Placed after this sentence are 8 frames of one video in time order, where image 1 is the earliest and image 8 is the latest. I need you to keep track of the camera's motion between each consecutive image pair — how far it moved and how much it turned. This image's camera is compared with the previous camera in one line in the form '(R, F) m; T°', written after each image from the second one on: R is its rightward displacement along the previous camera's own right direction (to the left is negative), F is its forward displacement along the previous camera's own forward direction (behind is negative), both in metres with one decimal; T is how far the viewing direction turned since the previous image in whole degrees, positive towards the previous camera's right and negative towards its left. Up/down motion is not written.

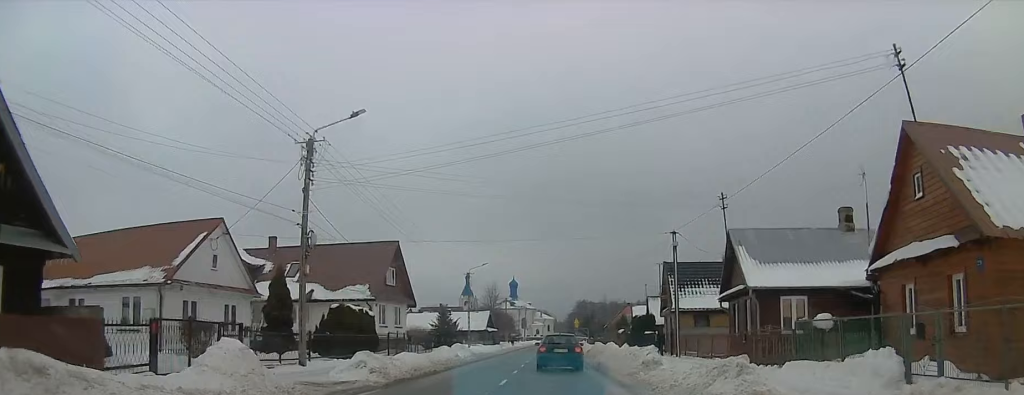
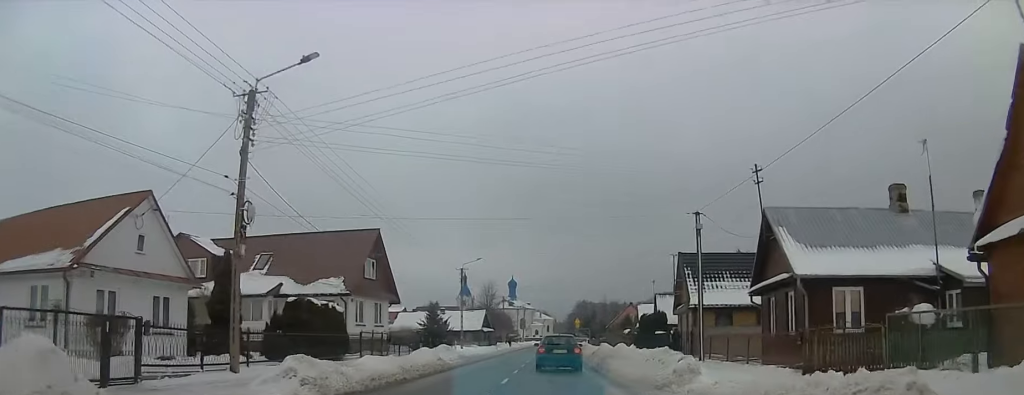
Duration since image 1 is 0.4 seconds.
(-0.1, +5.2) m; -1°
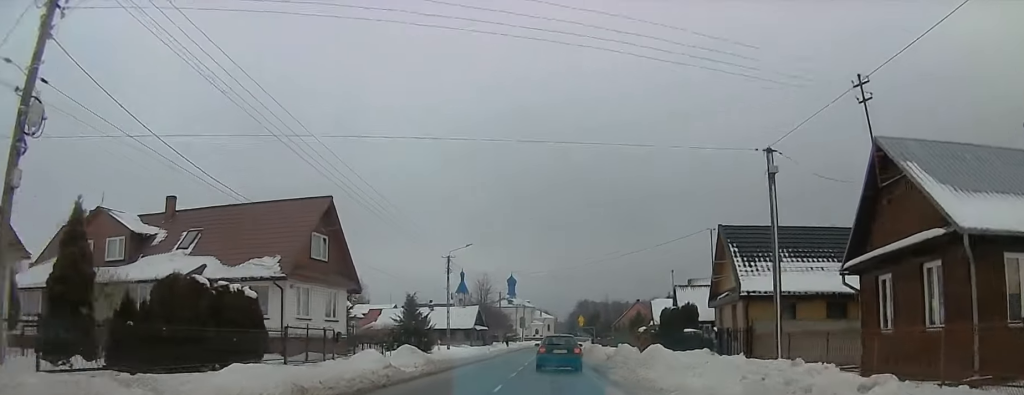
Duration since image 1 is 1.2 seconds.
(-0.1, +9.2) m; +1°
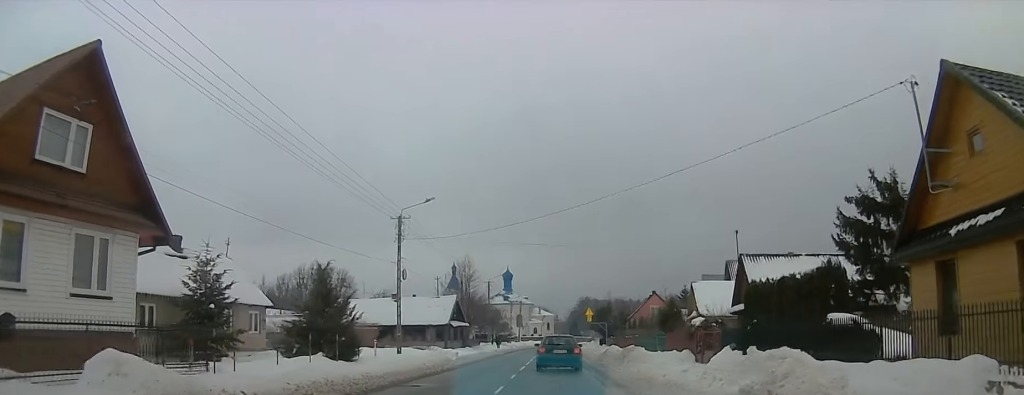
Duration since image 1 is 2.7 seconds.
(+0.5, +18.0) m; +1°
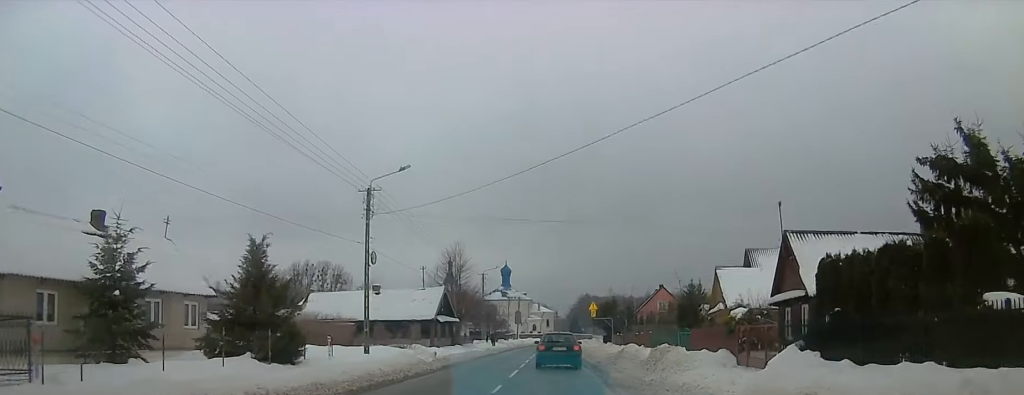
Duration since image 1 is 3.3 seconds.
(-0.2, +6.5) m; 0°
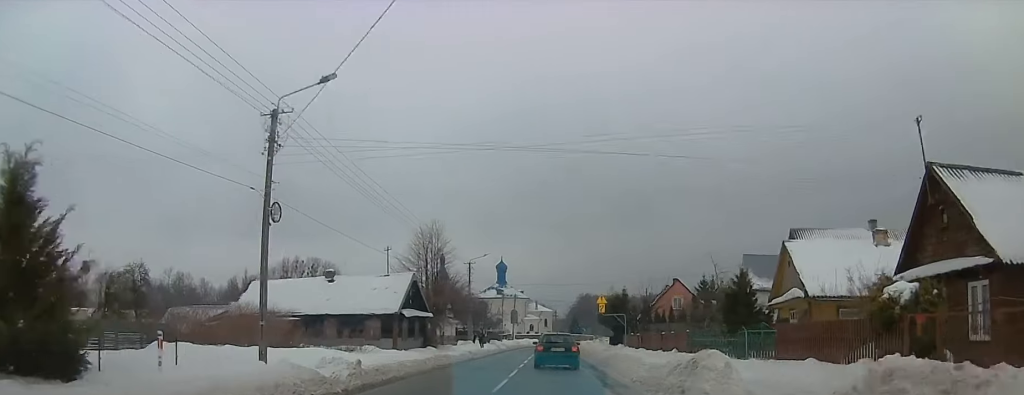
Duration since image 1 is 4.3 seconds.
(+0.1, +11.0) m; 0°
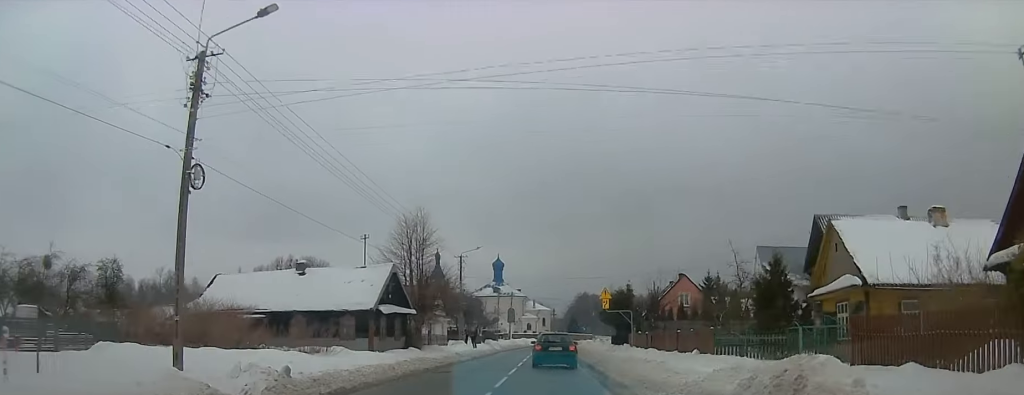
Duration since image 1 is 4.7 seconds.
(+0.1, +4.9) m; 0°
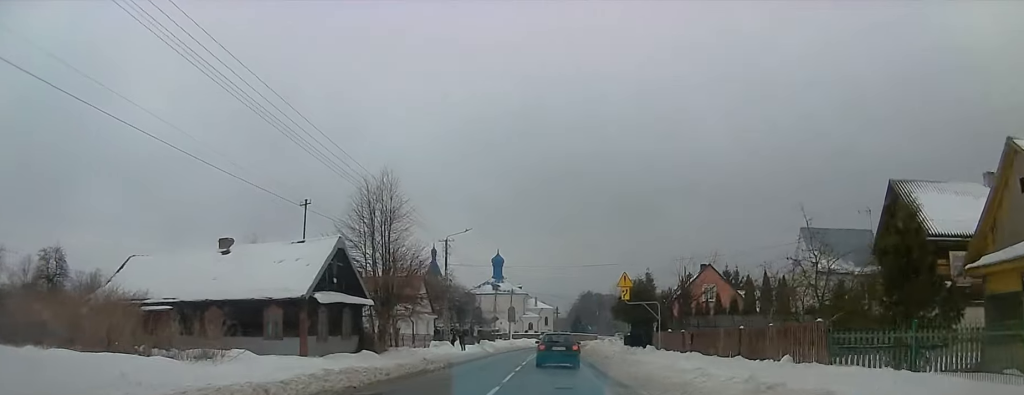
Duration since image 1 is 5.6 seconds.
(-0.4, +10.1) m; 0°
